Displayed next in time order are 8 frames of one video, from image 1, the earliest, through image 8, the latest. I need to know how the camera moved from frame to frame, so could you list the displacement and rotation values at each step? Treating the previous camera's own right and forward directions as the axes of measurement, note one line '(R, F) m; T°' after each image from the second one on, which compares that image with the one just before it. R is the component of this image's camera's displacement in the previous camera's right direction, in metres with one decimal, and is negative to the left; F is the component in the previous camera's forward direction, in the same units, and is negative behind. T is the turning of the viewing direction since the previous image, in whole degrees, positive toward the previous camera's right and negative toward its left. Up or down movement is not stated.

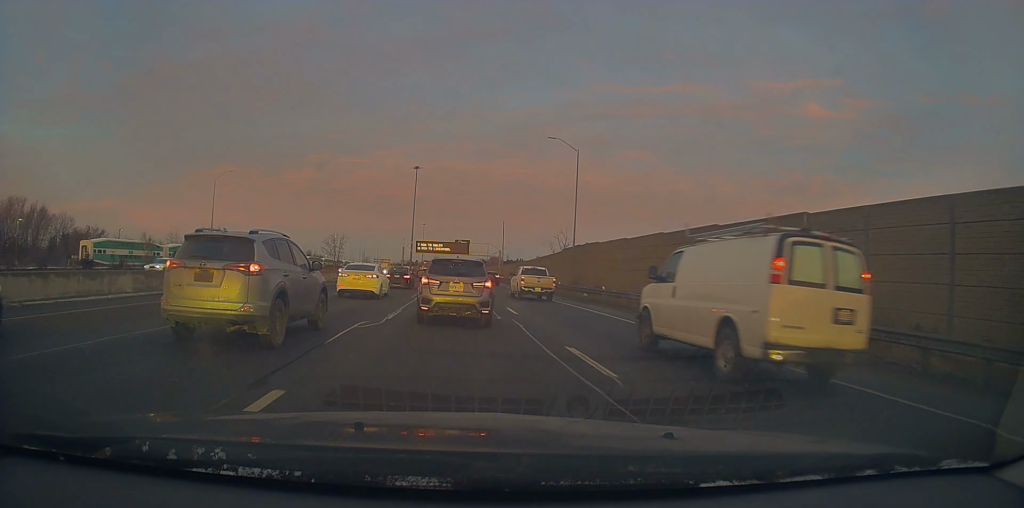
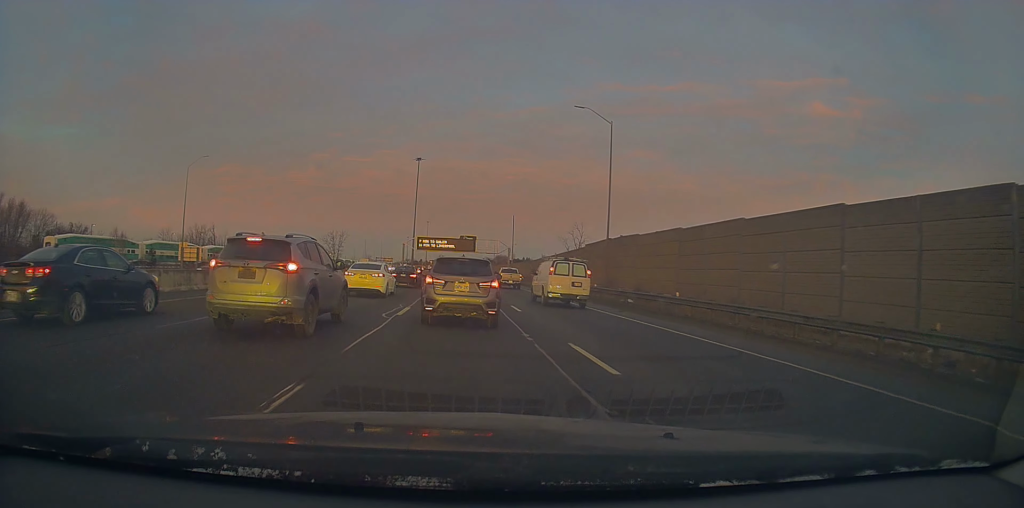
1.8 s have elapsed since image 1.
(+0.1, +11.7) m; 0°
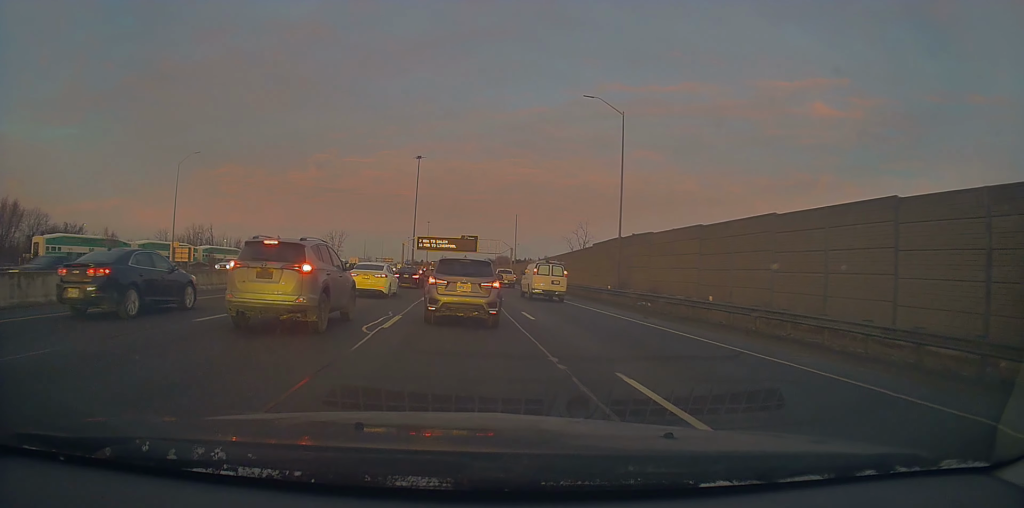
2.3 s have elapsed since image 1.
(0.0, +3.4) m; 0°
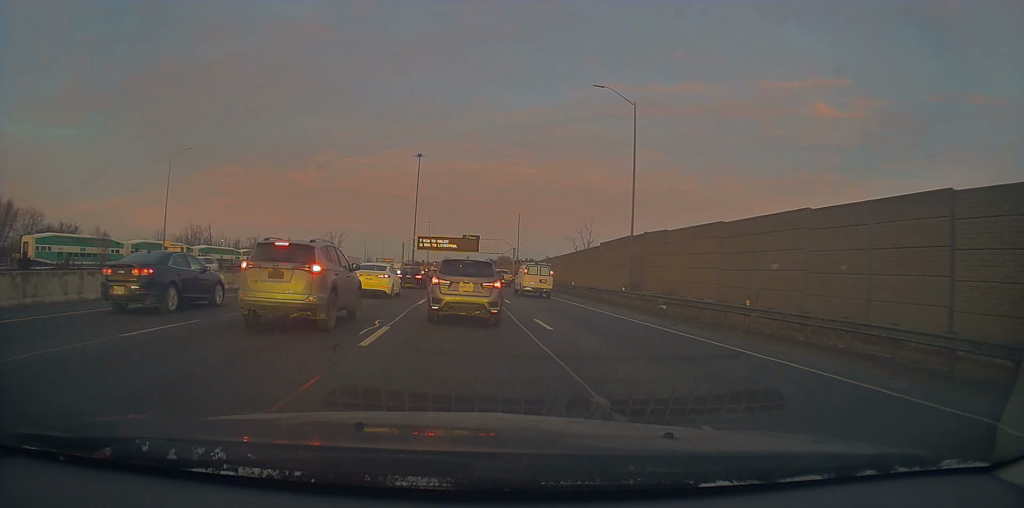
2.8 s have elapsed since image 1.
(+0.3, +2.9) m; 0°
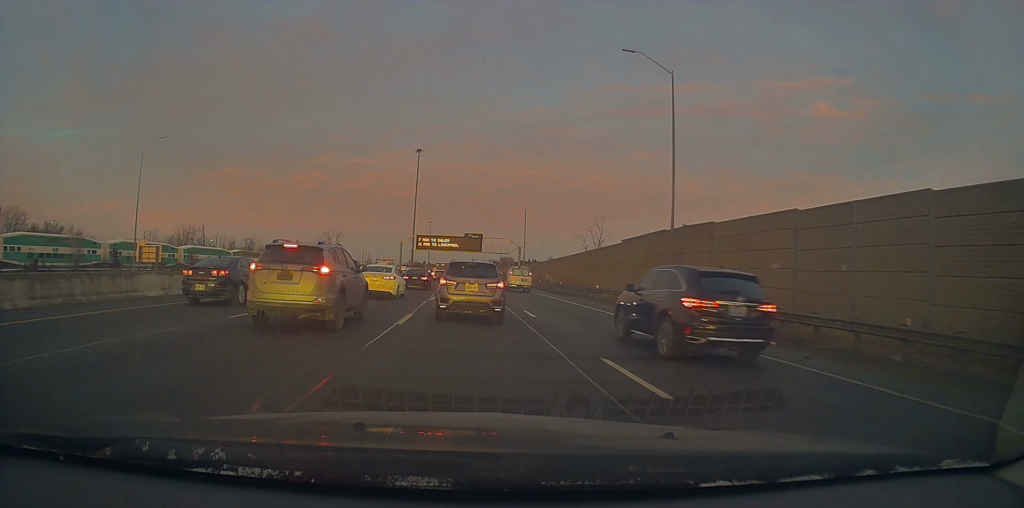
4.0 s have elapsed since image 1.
(-0.4, +7.5) m; 0°
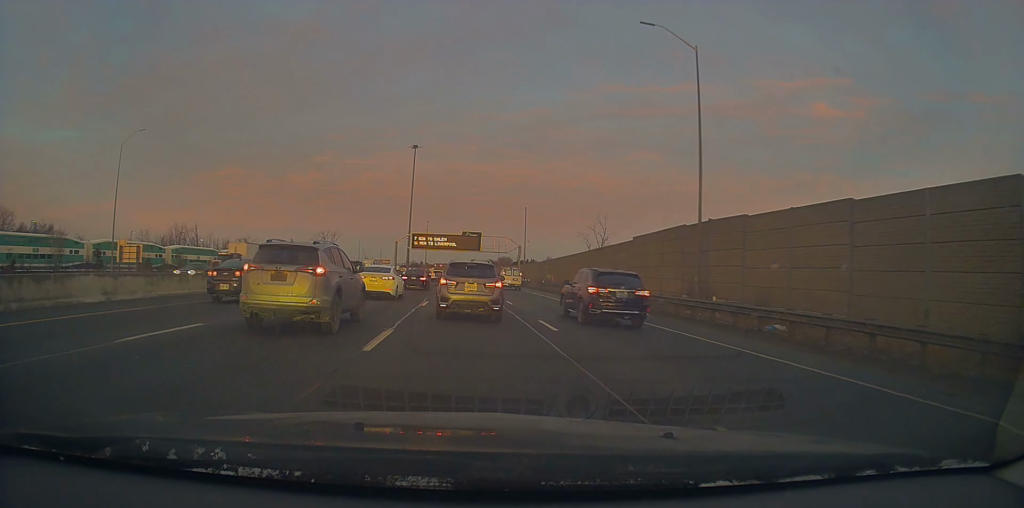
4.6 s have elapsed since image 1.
(+0.3, +4.2) m; 0°
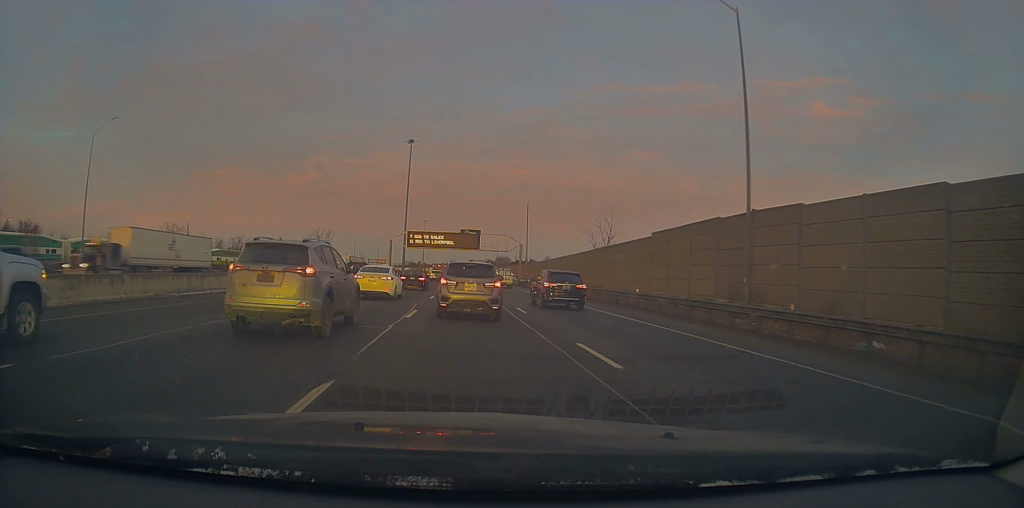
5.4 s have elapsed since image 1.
(0.0, +5.3) m; -2°
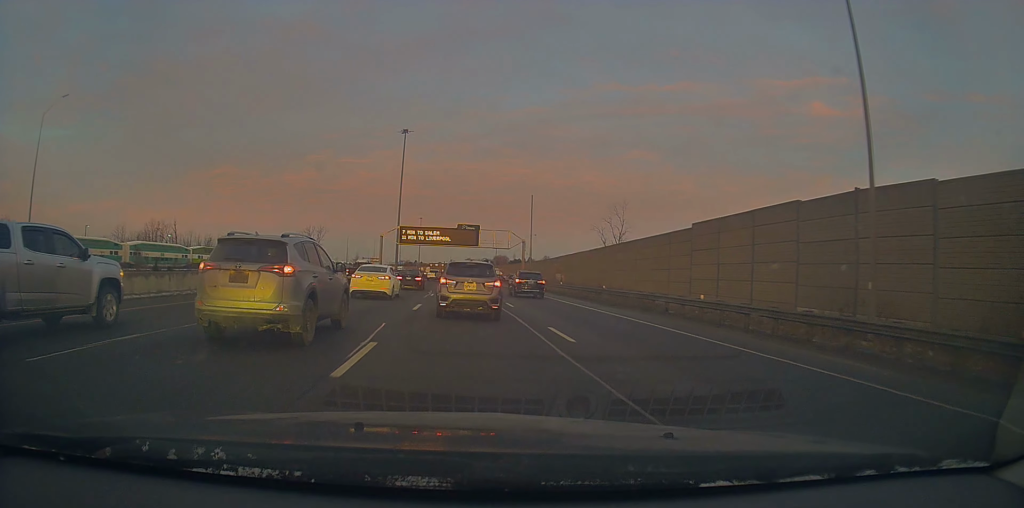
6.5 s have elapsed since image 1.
(-0.4, +8.4) m; -1°
